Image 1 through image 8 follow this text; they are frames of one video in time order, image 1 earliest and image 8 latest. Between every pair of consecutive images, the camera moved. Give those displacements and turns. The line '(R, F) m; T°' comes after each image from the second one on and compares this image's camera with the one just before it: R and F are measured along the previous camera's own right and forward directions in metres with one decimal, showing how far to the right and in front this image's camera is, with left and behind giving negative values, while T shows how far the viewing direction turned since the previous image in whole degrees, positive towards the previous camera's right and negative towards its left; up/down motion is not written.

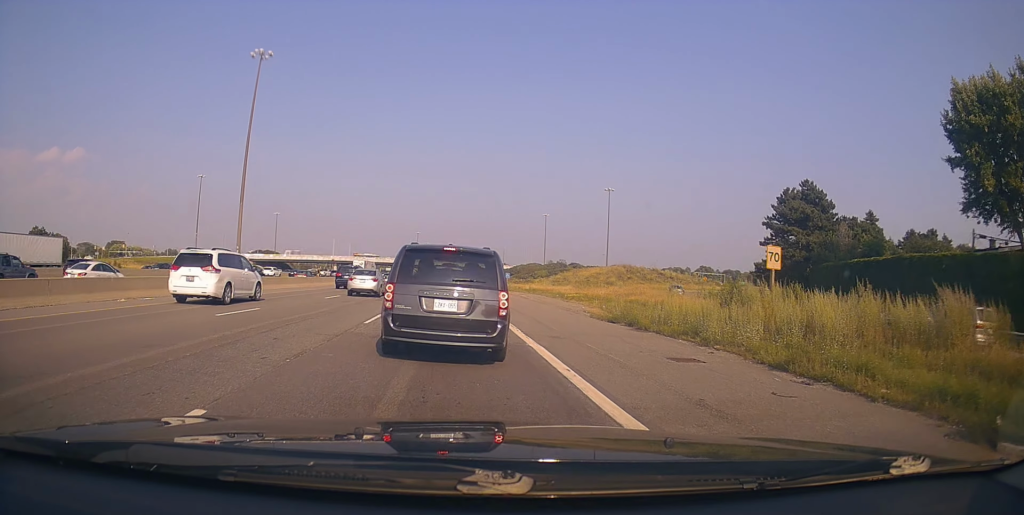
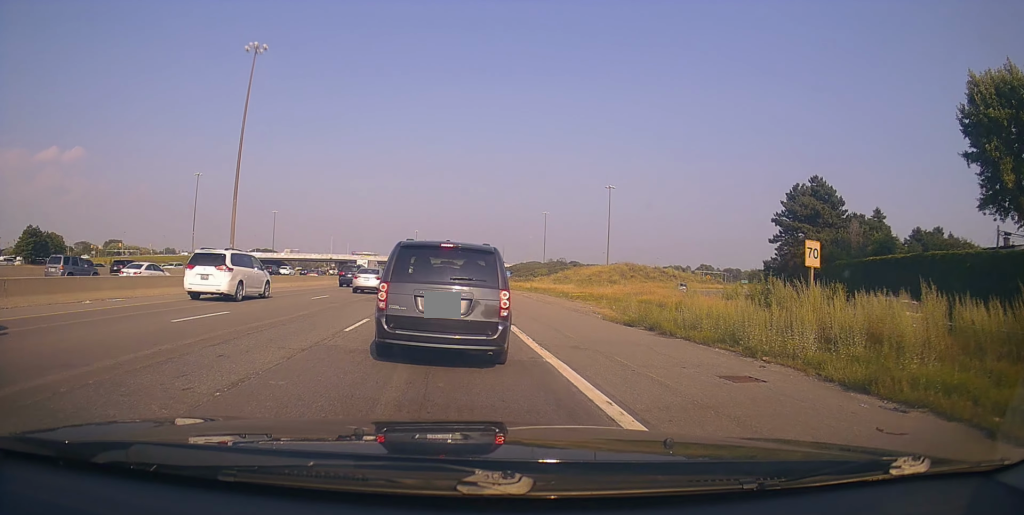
(0.0, +2.2) m; 0°
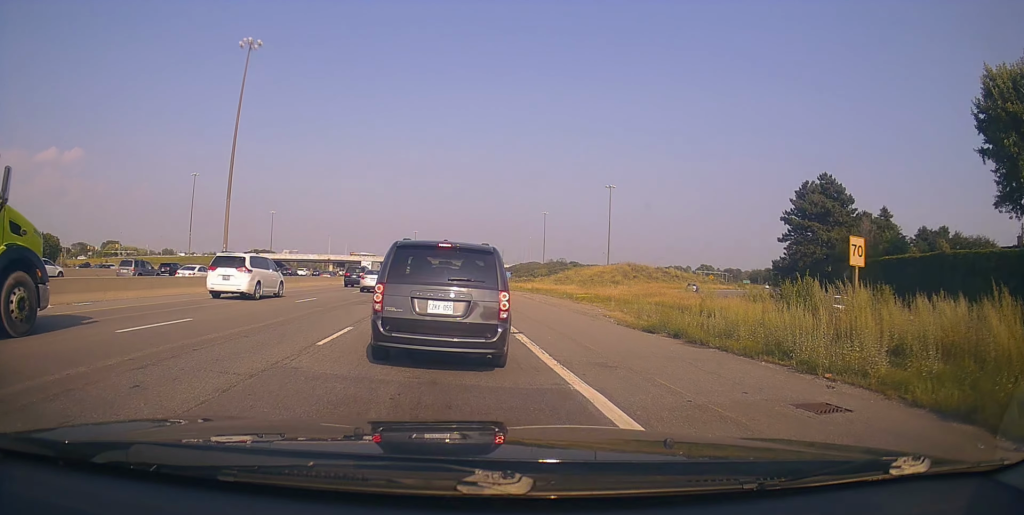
(0.0, +2.5) m; 0°
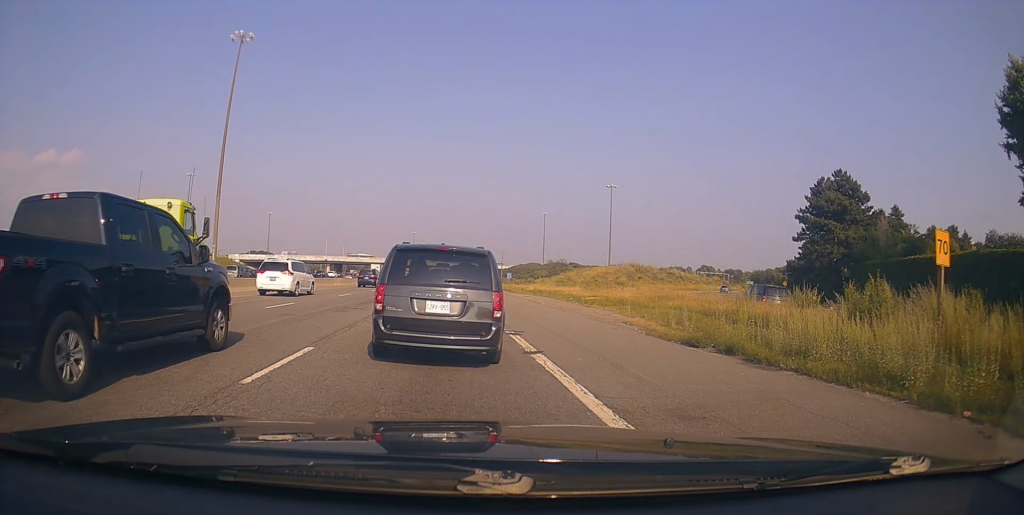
(0.0, +4.0) m; 0°
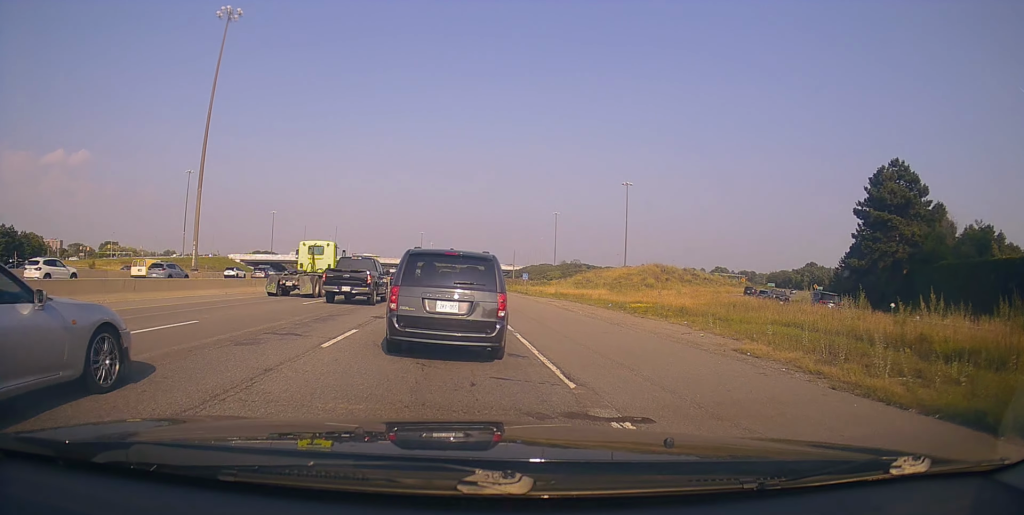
(0.0, +8.0) m; 0°
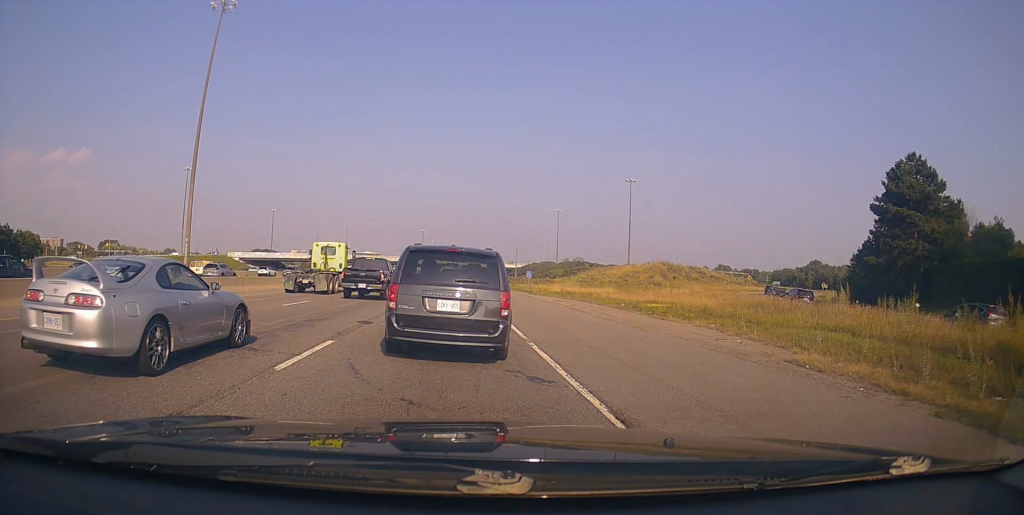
(0.0, +2.3) m; 0°
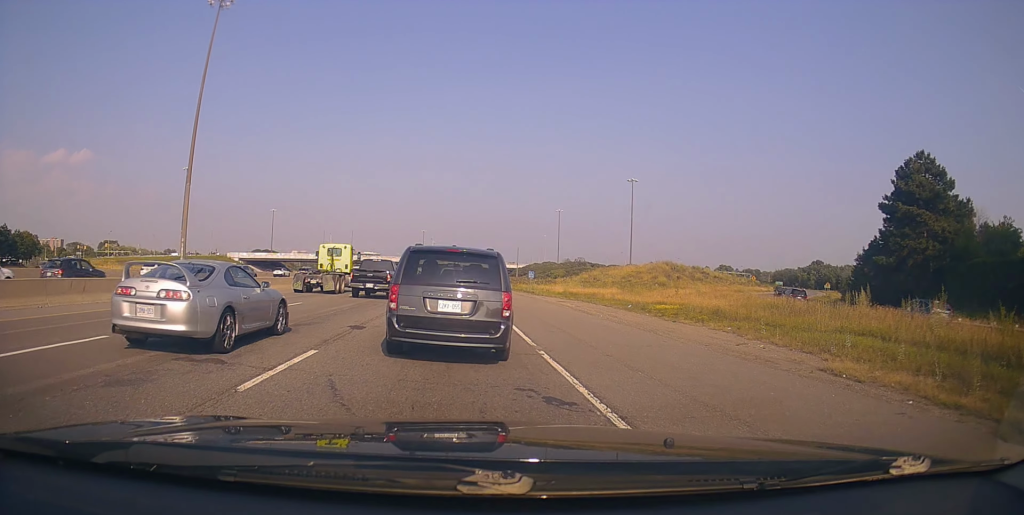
(0.0, +1.3) m; 0°
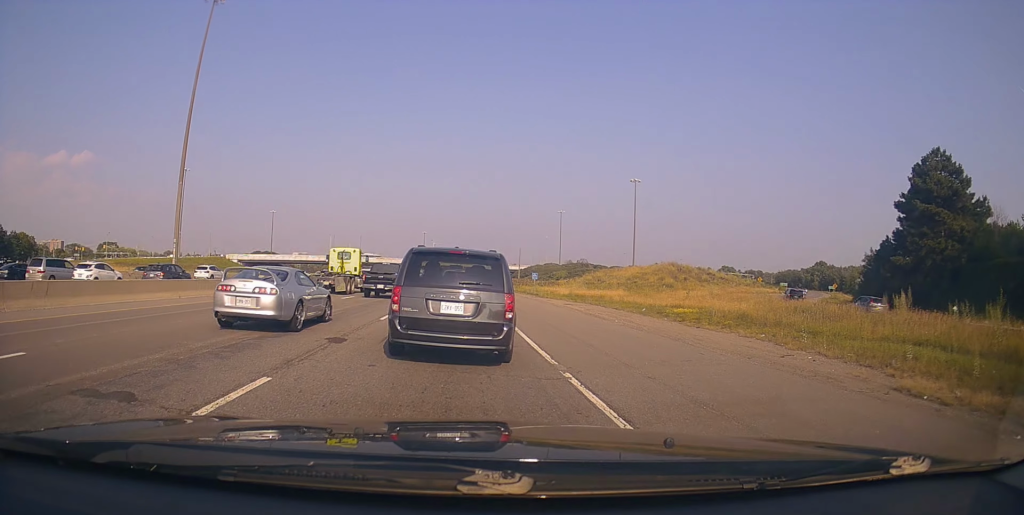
(0.0, +2.4) m; 0°
